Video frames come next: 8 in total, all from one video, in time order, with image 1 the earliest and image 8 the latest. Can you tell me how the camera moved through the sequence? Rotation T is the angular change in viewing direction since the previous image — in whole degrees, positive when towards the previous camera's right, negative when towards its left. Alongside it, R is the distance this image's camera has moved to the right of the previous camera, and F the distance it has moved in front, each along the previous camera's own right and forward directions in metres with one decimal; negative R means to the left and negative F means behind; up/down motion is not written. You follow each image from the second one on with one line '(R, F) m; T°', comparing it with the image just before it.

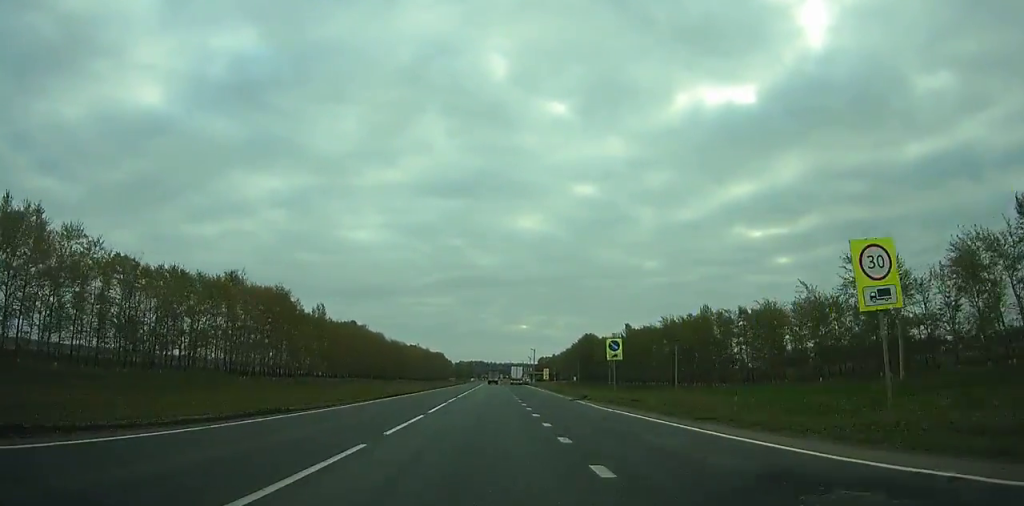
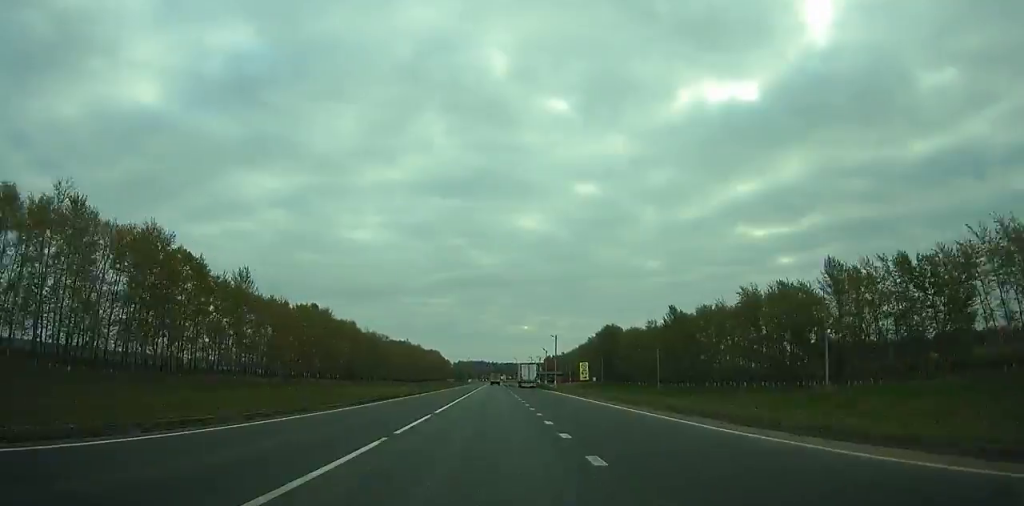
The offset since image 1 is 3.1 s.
(0.0, +52.2) m; 0°
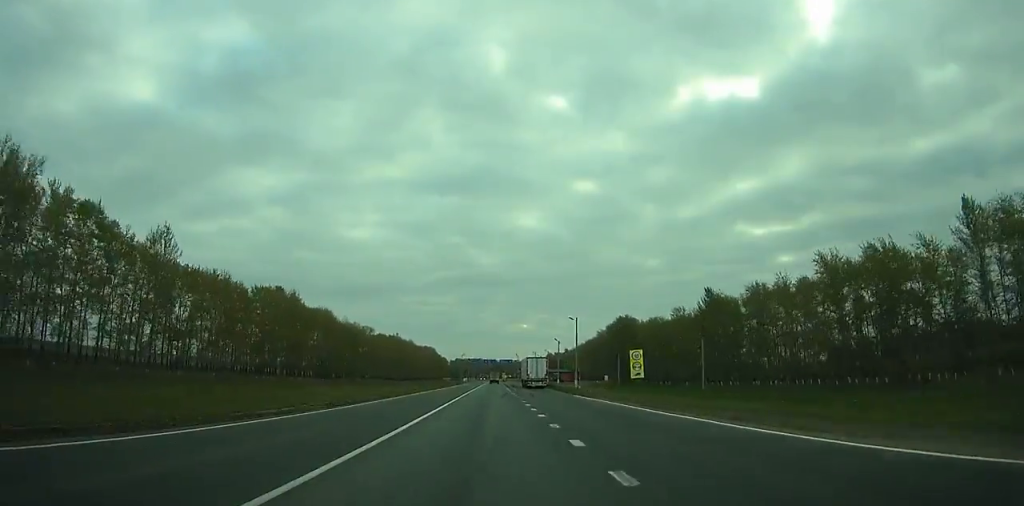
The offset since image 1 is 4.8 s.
(0.0, +26.7) m; 0°
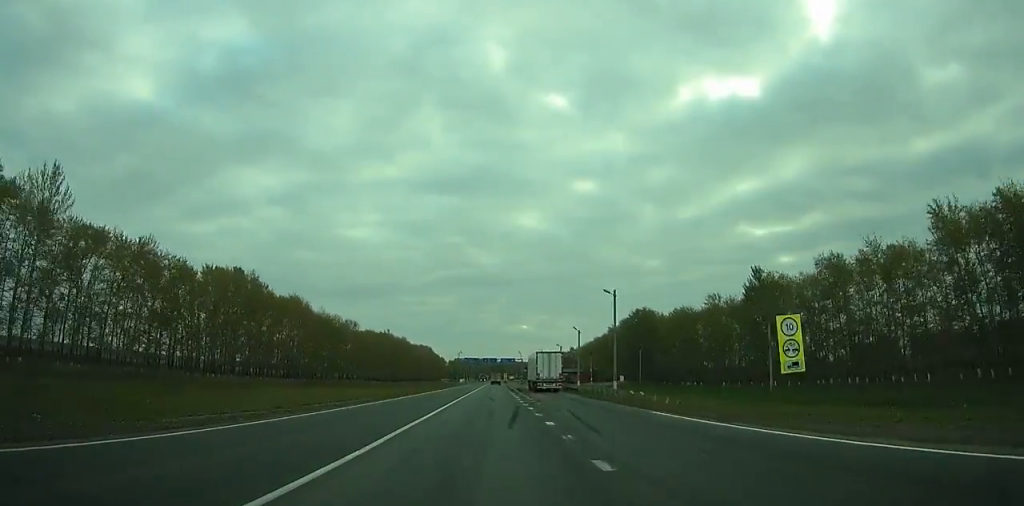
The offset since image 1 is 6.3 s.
(0.0, +23.2) m; 0°
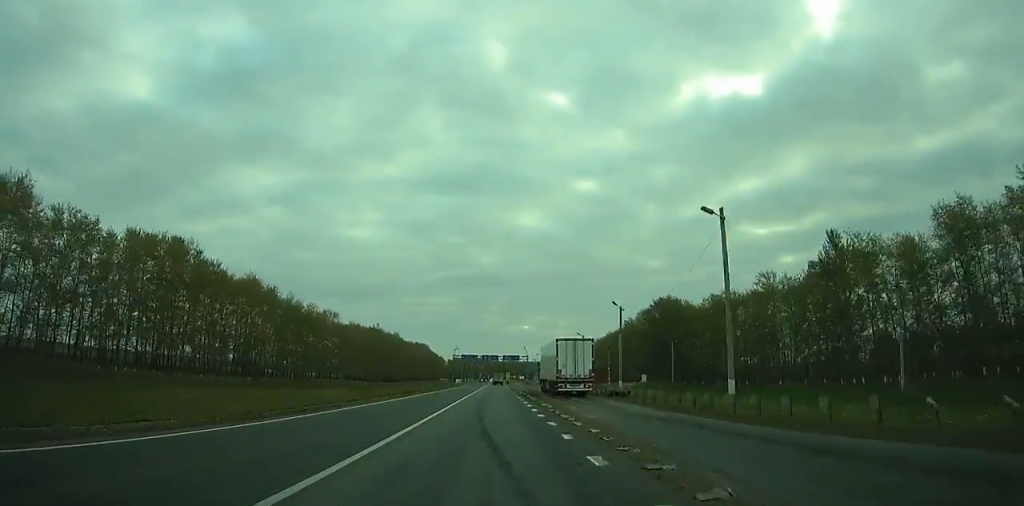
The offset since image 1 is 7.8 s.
(+0.1, +22.8) m; 0°
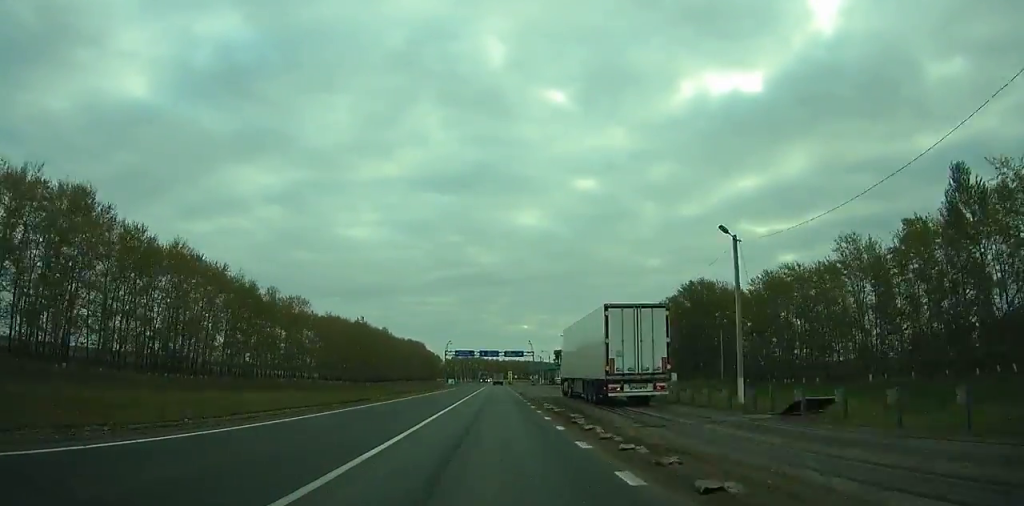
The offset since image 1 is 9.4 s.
(0.0, +24.3) m; 0°
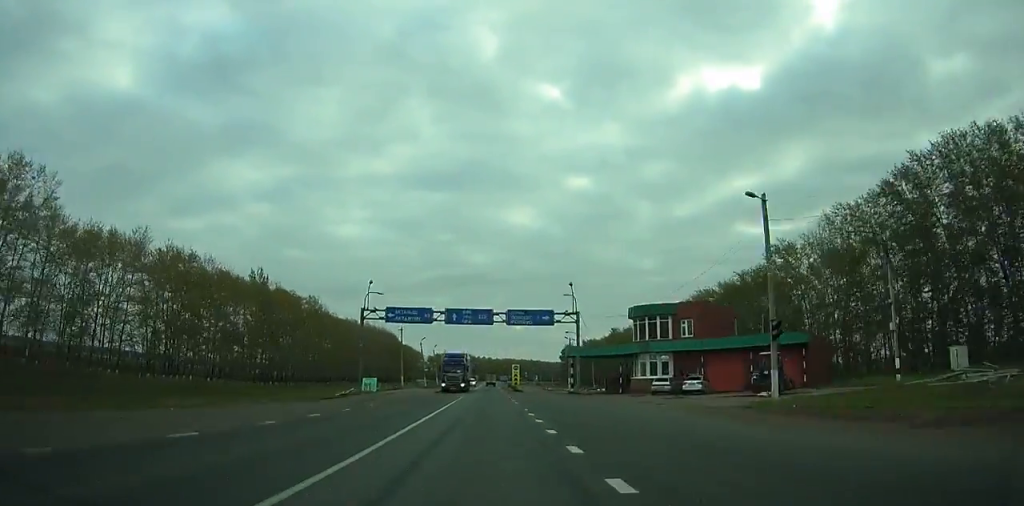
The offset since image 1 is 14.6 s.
(-0.1, +79.4) m; 0°
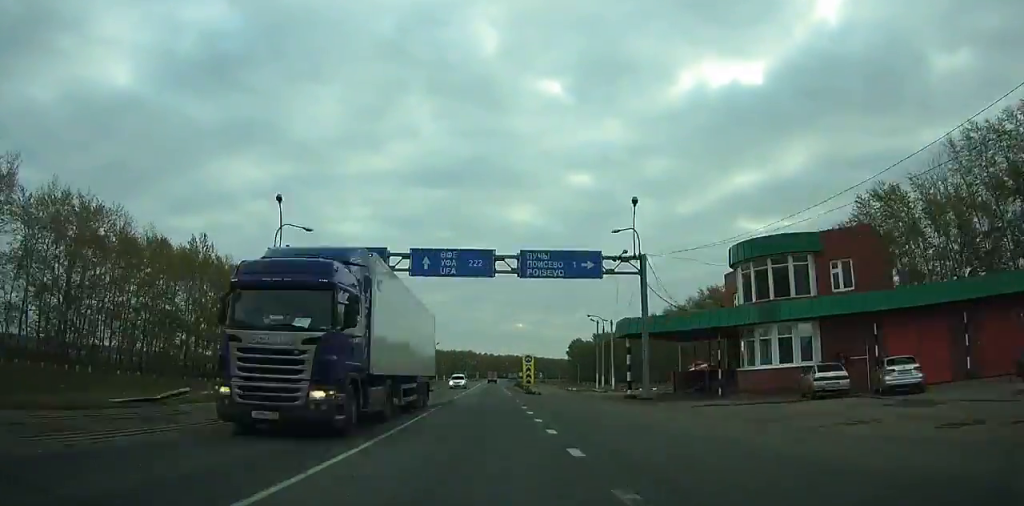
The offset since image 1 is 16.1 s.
(0.0, +23.4) m; 0°
